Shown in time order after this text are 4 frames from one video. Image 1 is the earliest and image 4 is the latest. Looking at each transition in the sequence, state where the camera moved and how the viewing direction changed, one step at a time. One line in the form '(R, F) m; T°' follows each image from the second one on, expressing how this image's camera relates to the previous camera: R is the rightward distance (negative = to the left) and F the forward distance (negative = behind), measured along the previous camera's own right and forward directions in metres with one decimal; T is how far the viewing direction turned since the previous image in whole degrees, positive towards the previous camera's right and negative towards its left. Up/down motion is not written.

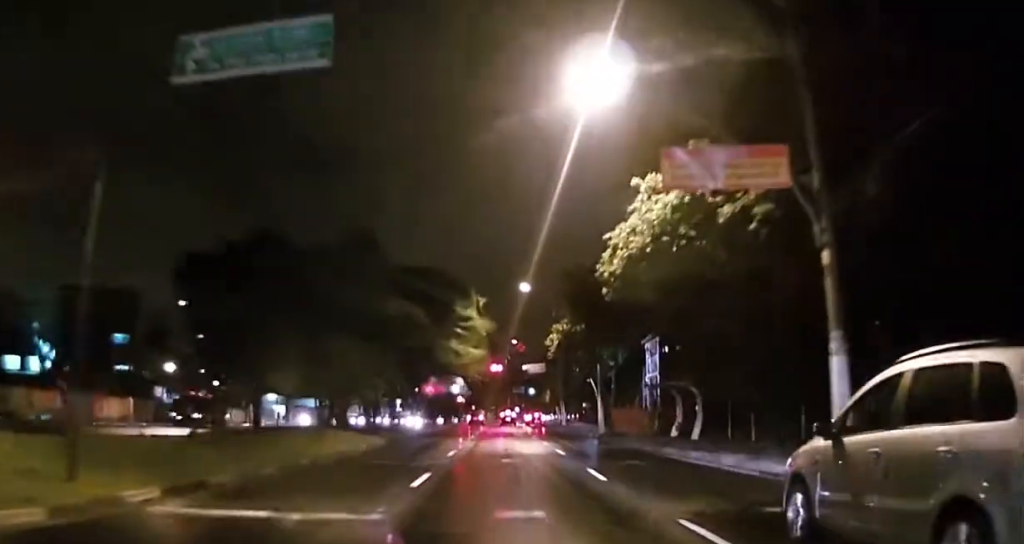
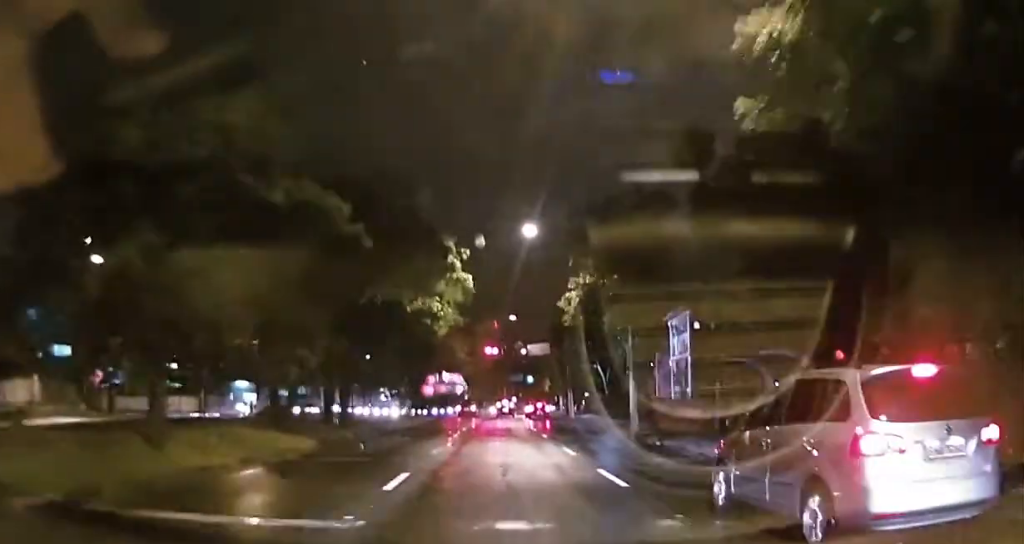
(+0.3, +11.9) m; +3°
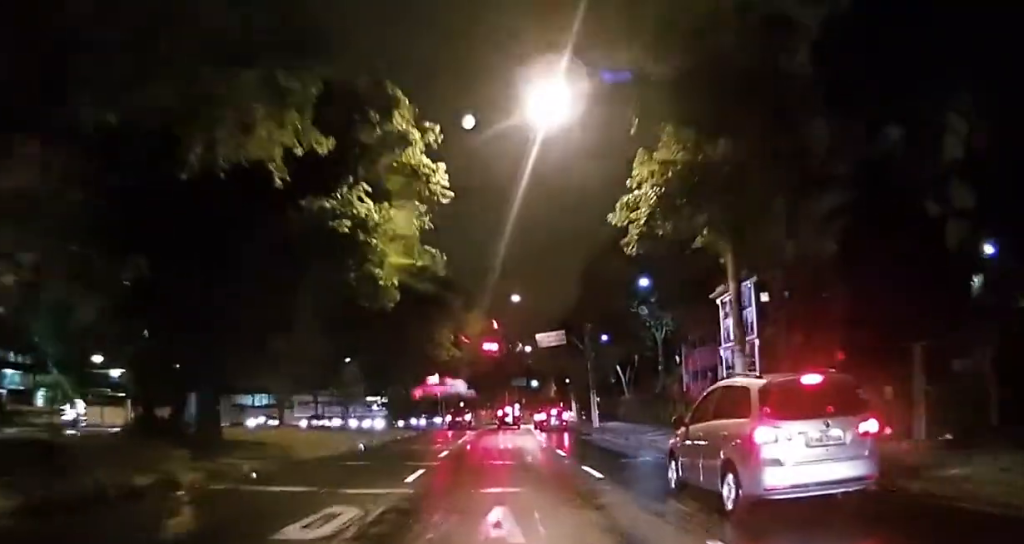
(-0.1, +14.4) m; 0°
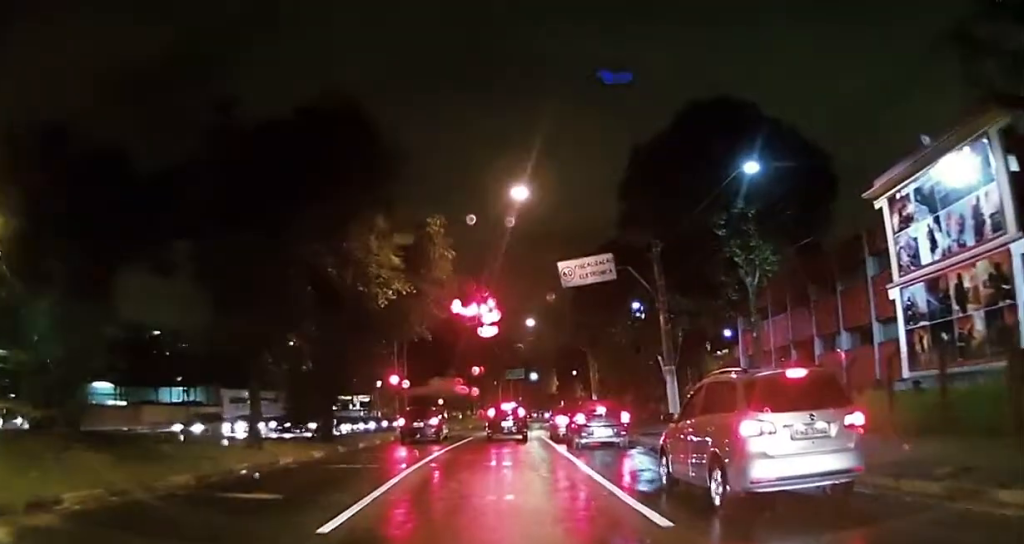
(+0.1, +25.9) m; +2°
